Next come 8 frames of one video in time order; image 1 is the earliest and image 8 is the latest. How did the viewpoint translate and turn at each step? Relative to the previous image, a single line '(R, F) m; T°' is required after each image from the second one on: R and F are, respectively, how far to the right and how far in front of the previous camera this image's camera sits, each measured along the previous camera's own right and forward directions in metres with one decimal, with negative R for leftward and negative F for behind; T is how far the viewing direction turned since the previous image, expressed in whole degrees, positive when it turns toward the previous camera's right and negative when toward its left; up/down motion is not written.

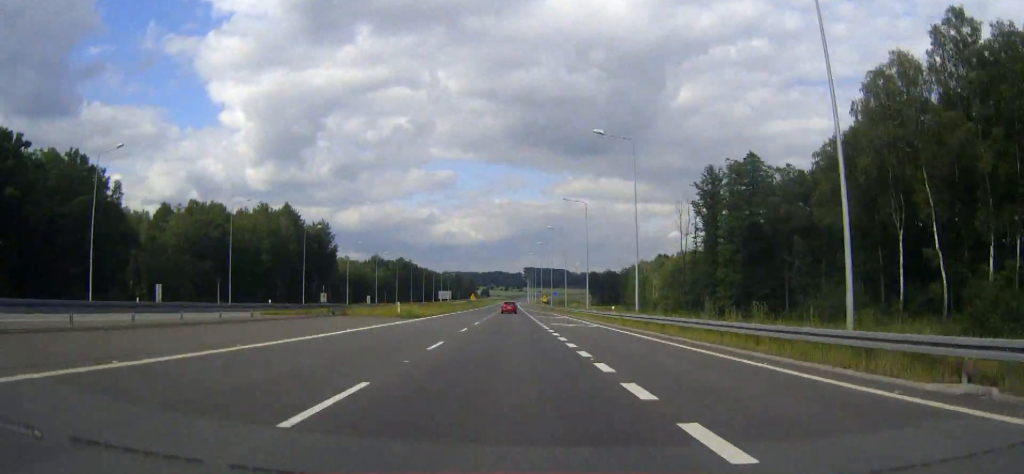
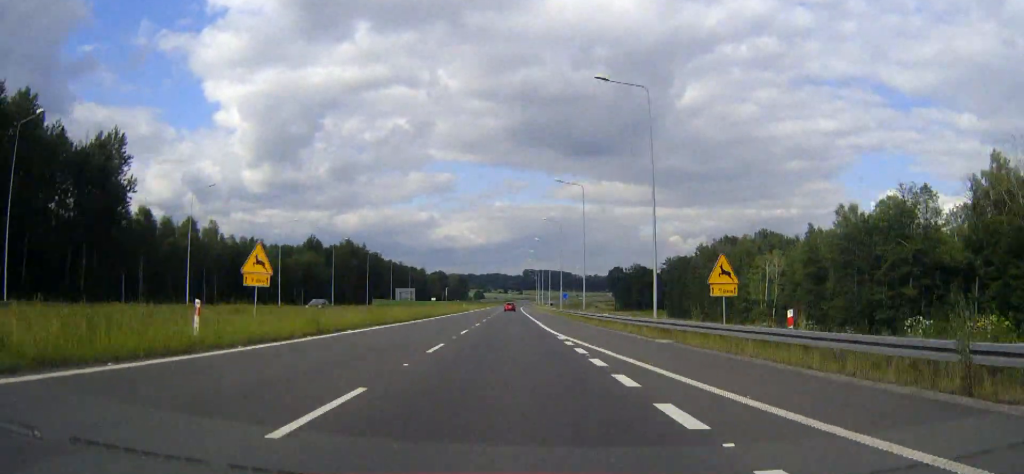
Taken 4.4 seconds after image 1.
(+0.2, +131.7) m; 0°
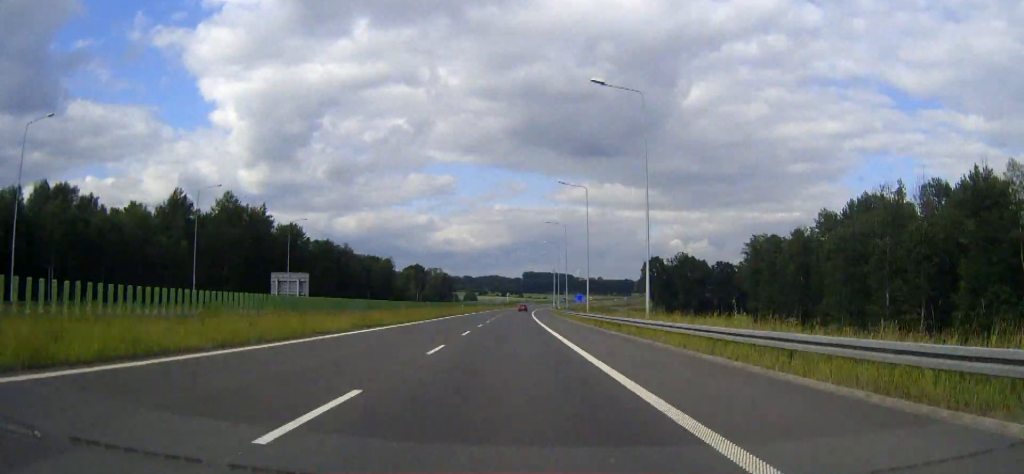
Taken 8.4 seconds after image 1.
(+0.2, +119.4) m; 0°
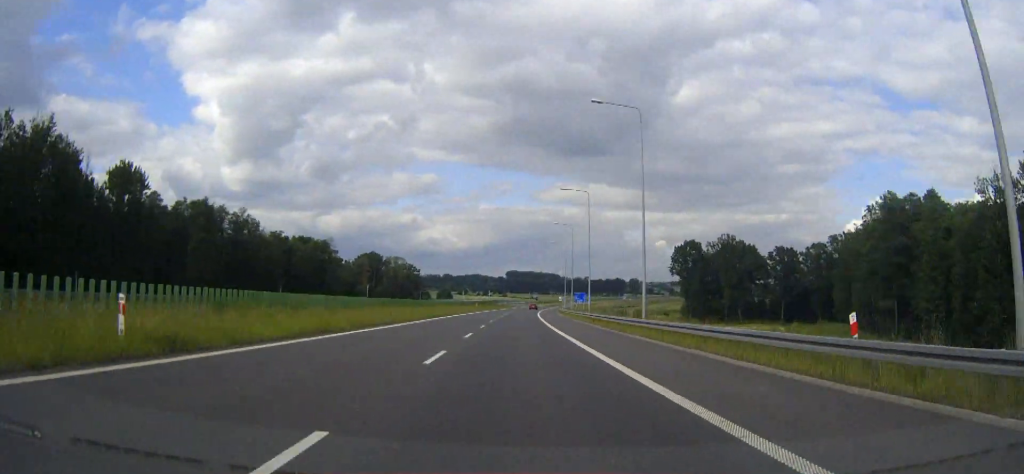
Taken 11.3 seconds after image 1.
(+0.4, +86.3) m; +1°
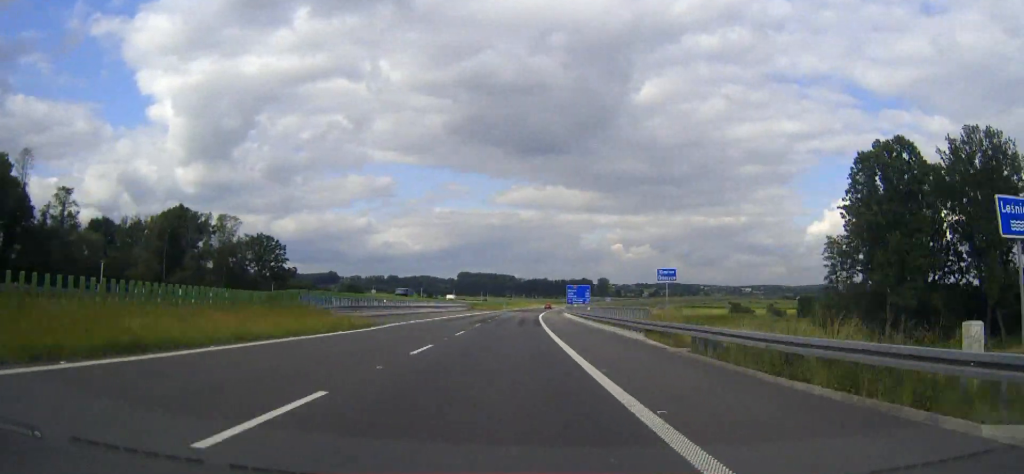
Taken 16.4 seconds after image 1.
(+4.4, +151.2) m; +3°
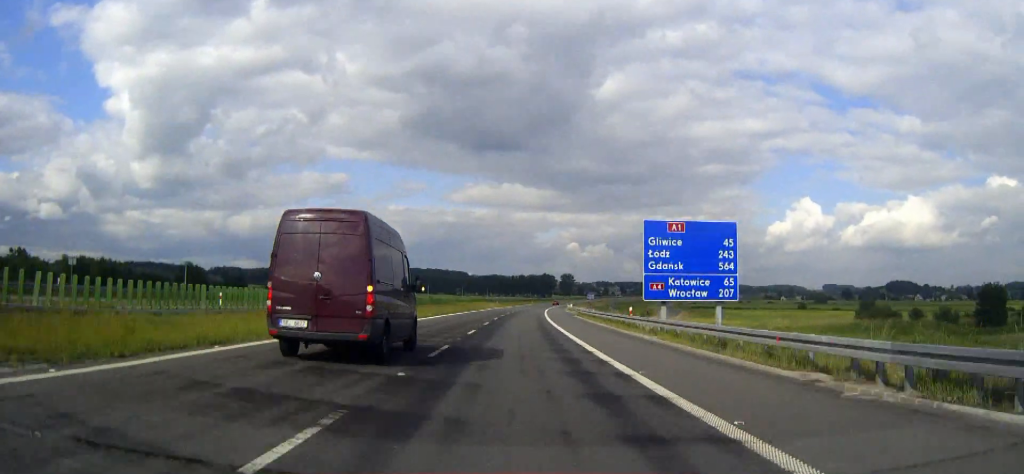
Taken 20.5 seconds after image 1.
(+3.5, +120.9) m; +4°
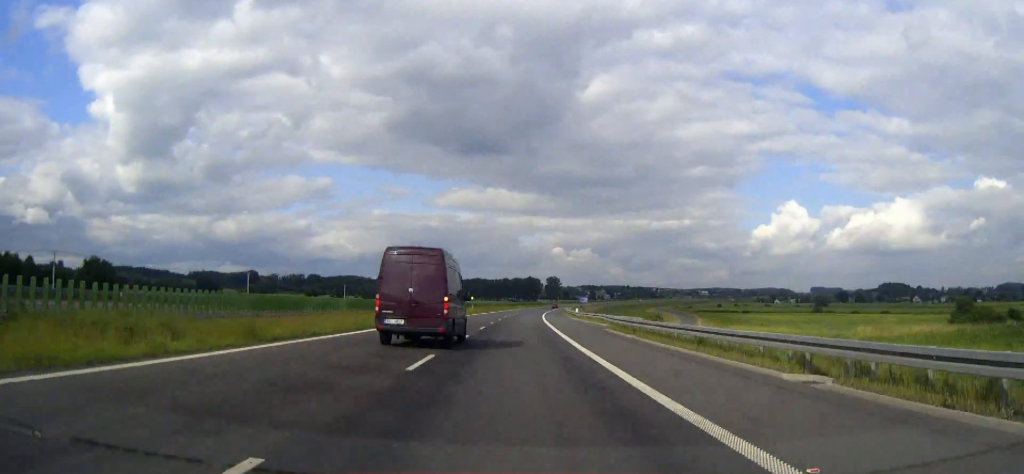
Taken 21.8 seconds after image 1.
(+0.5, +38.3) m; +1°
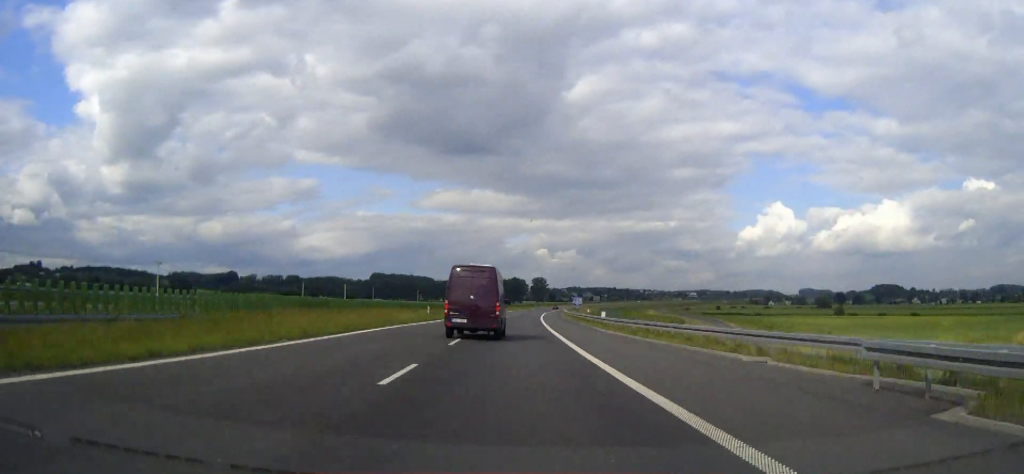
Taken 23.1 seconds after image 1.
(+0.3, +38.3) m; +1°
